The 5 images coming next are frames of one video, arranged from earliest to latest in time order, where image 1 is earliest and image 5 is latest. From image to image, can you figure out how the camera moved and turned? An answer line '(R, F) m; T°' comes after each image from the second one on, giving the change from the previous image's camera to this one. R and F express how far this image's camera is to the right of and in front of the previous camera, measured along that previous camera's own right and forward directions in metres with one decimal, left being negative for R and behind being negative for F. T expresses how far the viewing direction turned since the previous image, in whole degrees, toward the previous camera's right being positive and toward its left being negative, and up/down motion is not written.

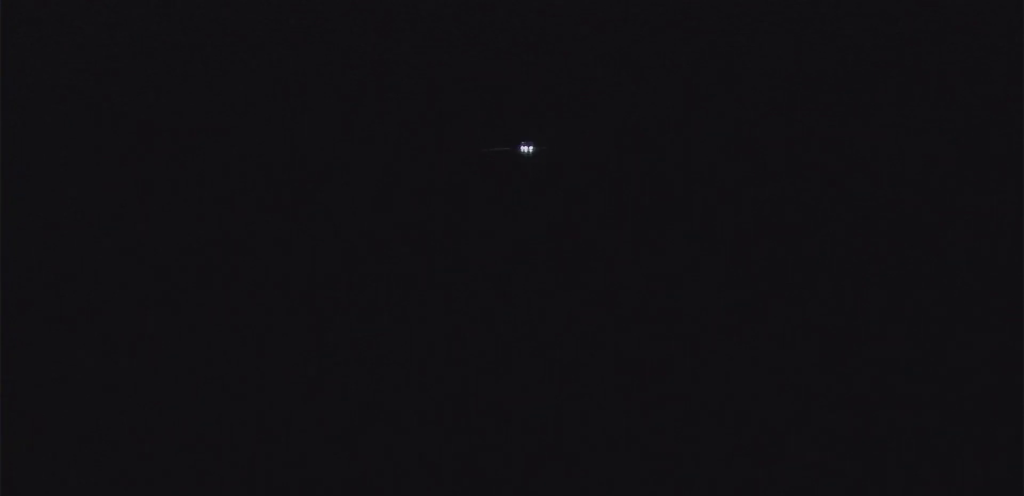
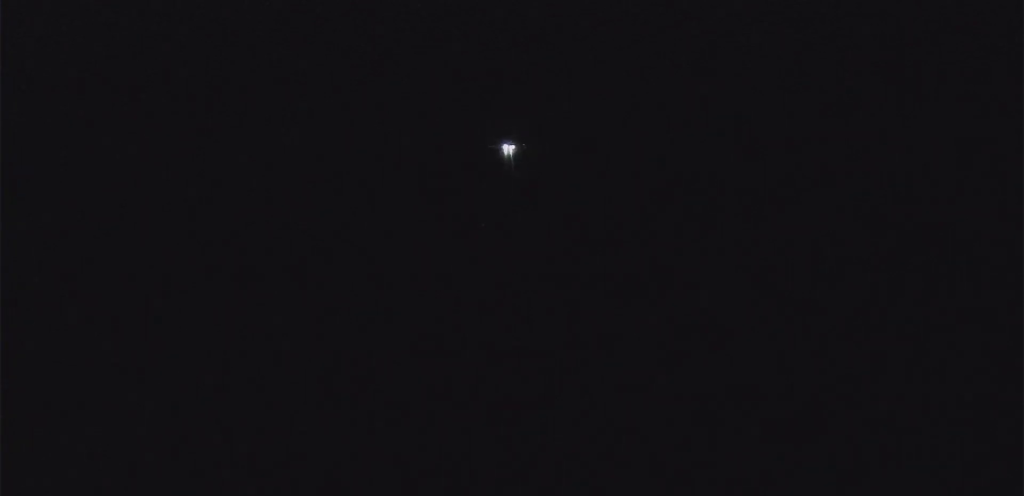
(-3.5, +557.5) m; +1°
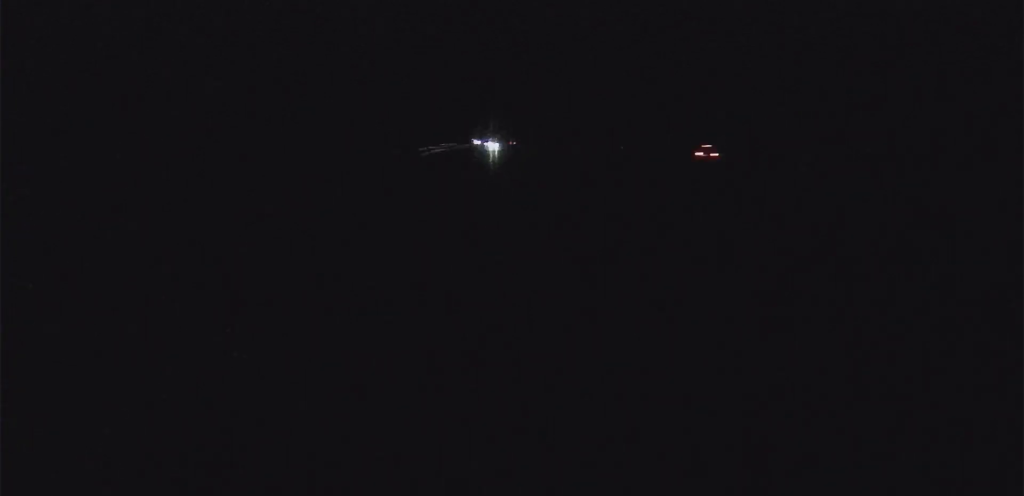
(+14.6, +387.9) m; +6°
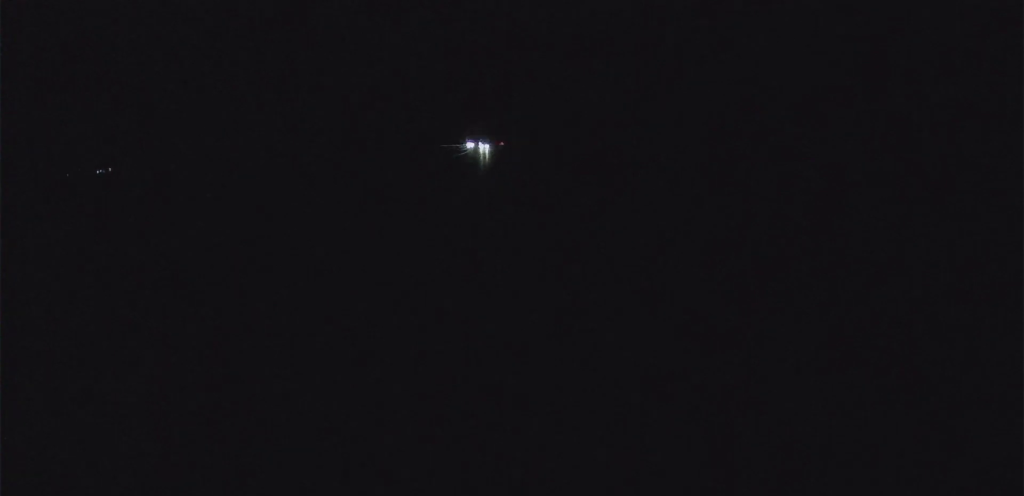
(+8.0, +240.9) m; +5°
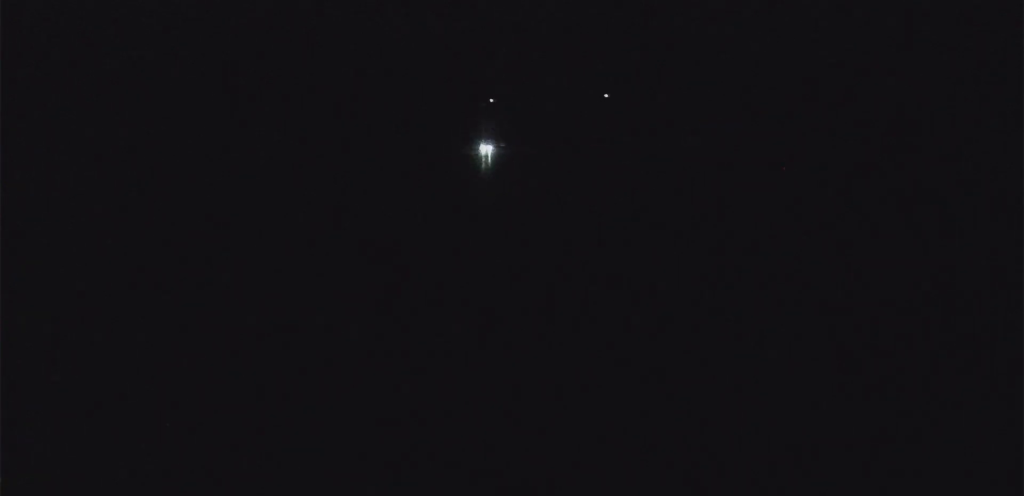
(+165.0, +894.5) m; +21°
